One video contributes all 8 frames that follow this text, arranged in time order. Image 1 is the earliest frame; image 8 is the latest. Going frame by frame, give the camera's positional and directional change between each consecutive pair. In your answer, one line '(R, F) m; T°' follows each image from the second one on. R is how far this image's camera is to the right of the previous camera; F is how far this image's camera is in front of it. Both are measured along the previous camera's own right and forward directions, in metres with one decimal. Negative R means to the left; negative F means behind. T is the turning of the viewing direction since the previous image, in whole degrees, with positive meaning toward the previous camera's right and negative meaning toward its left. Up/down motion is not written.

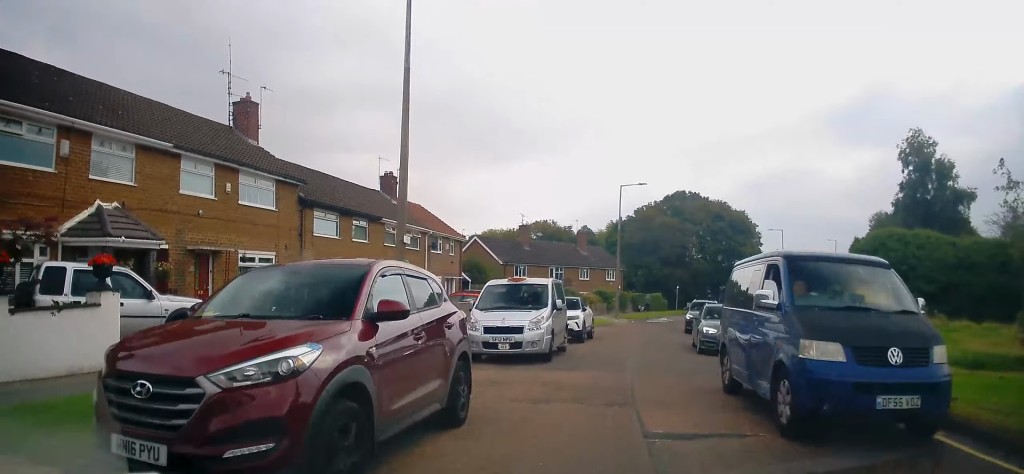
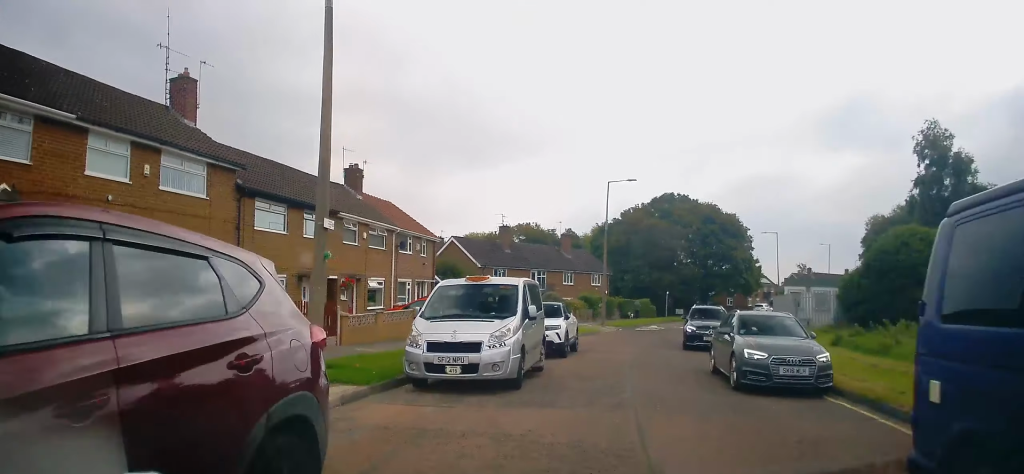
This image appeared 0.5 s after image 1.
(-0.3, +3.5) m; 0°
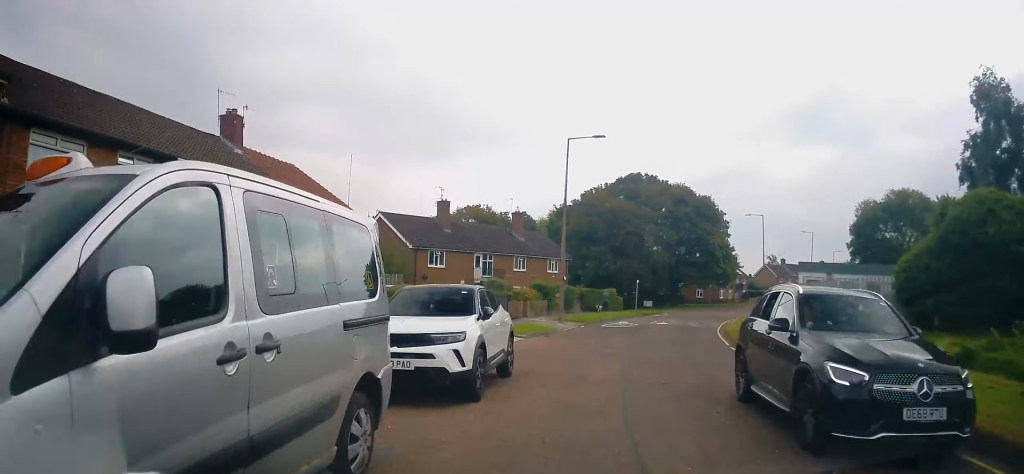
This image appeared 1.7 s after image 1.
(+0.6, +8.6) m; +9°
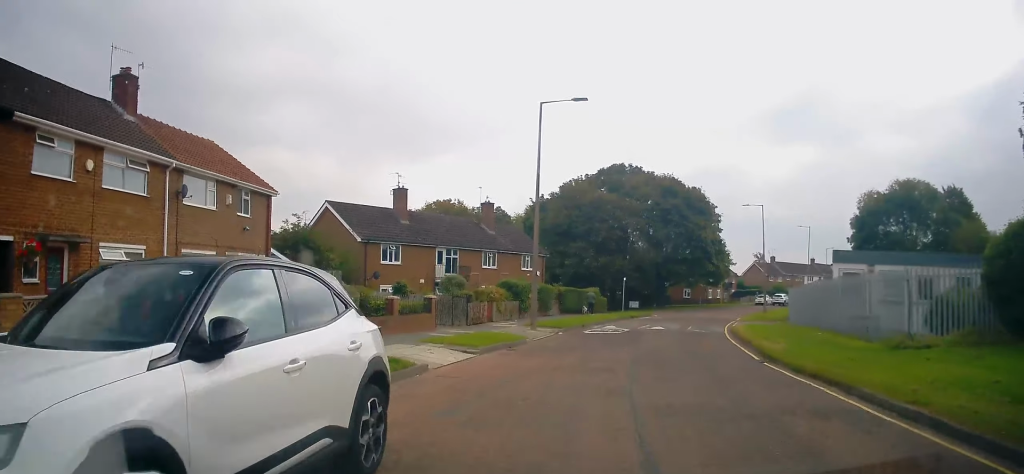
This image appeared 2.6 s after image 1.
(+0.4, +6.0) m; 0°
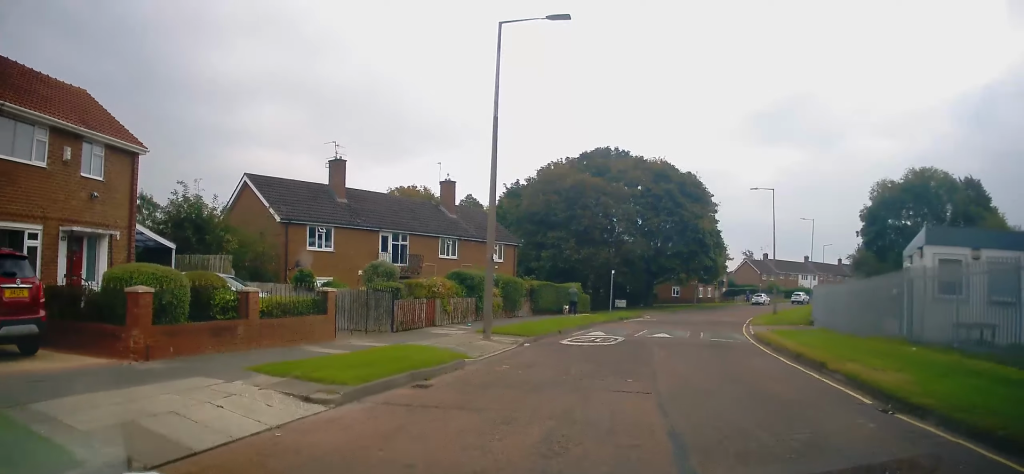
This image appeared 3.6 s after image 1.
(-0.5, +7.6) m; 0°
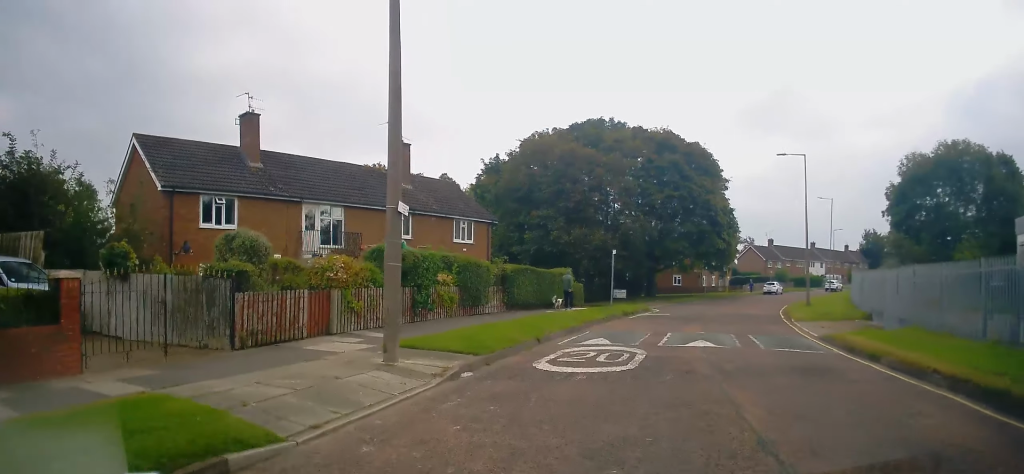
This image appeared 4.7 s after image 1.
(+0.4, +8.1) m; -1°
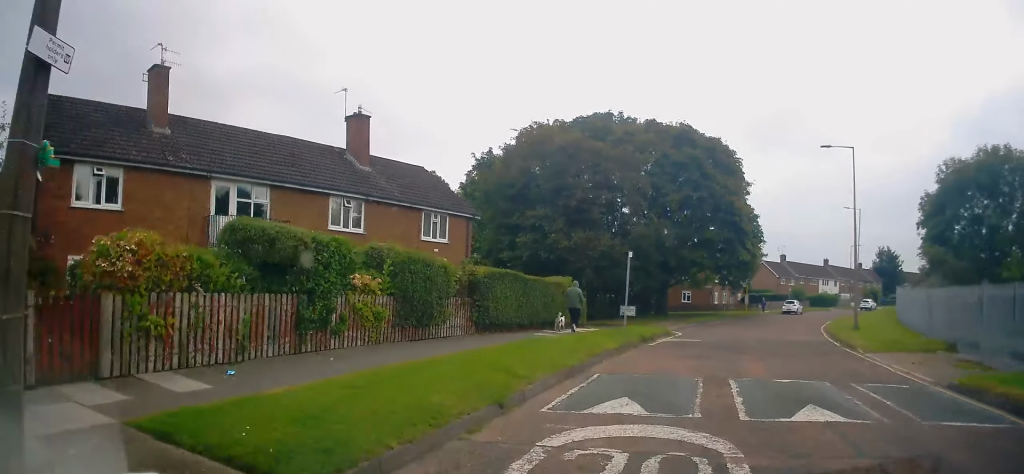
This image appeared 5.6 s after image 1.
(-0.6, +6.9) m; +1°
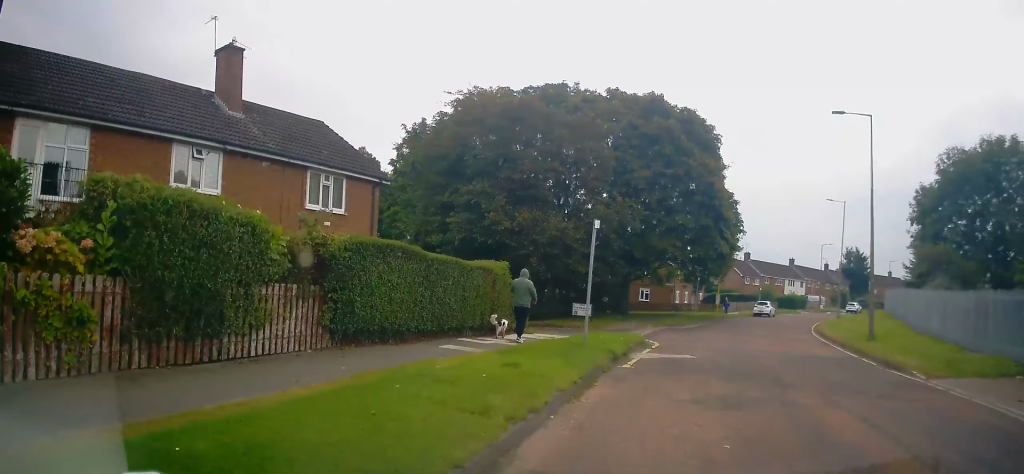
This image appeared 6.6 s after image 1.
(+0.7, +6.6) m; +6°
